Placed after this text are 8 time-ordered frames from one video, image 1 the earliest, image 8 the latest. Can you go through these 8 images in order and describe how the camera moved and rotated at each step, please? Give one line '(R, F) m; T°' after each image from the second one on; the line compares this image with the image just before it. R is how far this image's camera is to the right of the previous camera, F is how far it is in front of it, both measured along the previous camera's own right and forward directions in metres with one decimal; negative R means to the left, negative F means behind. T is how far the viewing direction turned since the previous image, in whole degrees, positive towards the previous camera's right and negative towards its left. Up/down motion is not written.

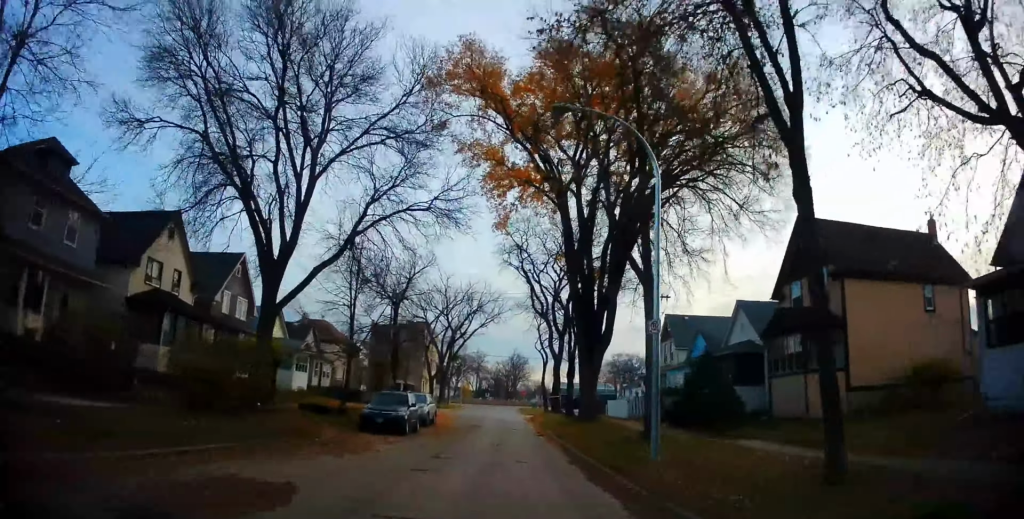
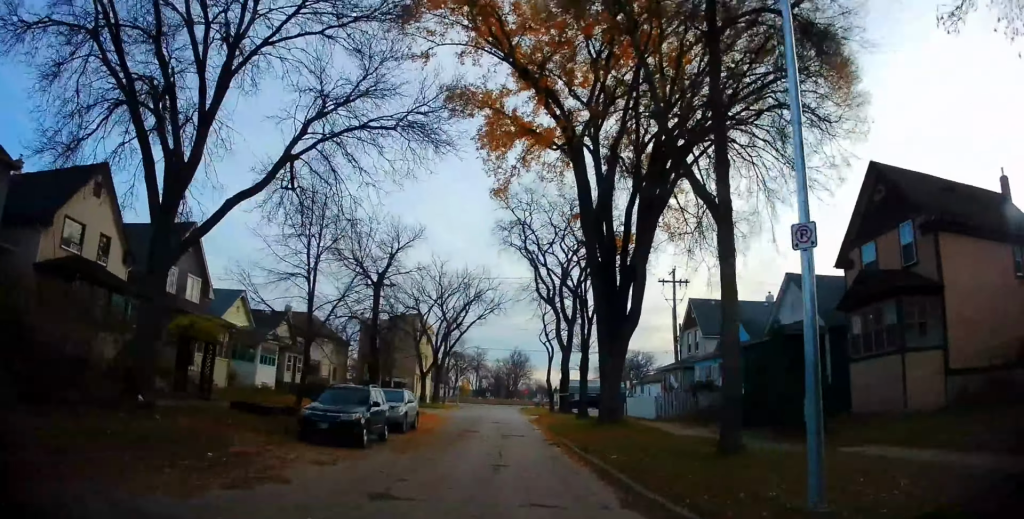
(-0.2, +6.5) m; -1°
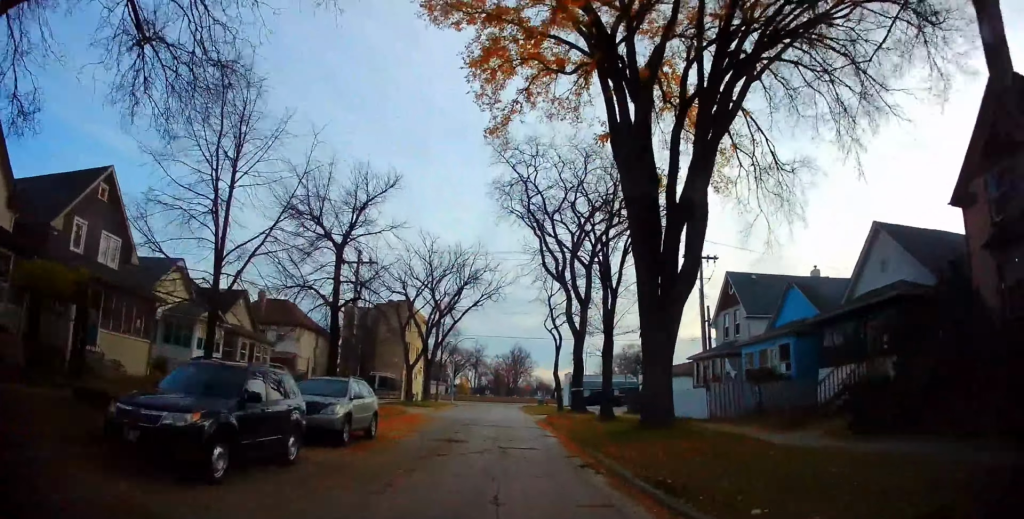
(+0.2, +7.8) m; +2°
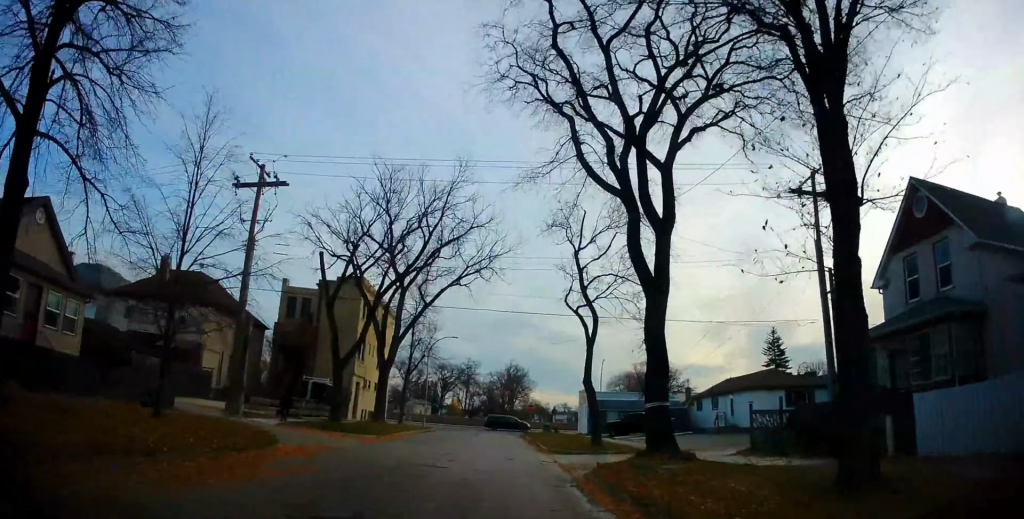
(+0.1, +18.8) m; -1°
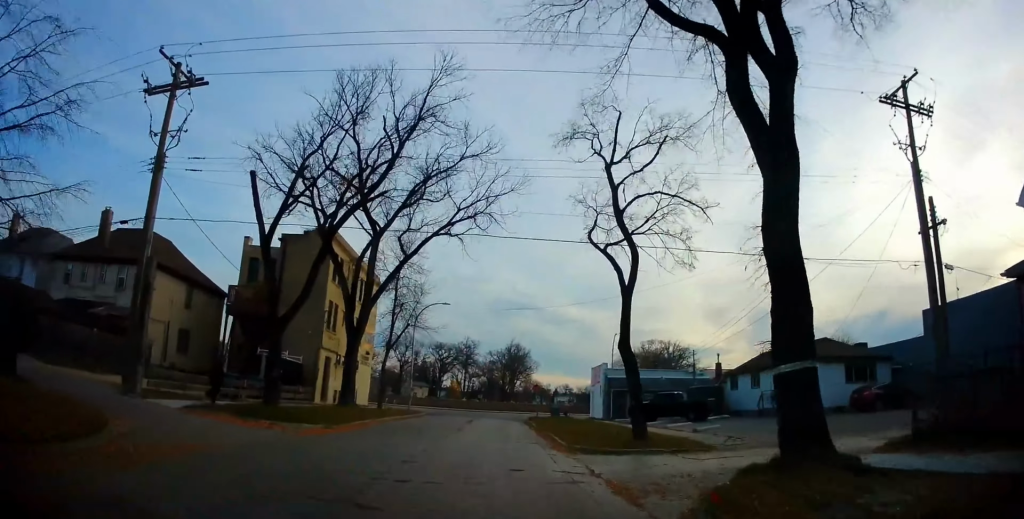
(0.0, +7.9) m; +1°
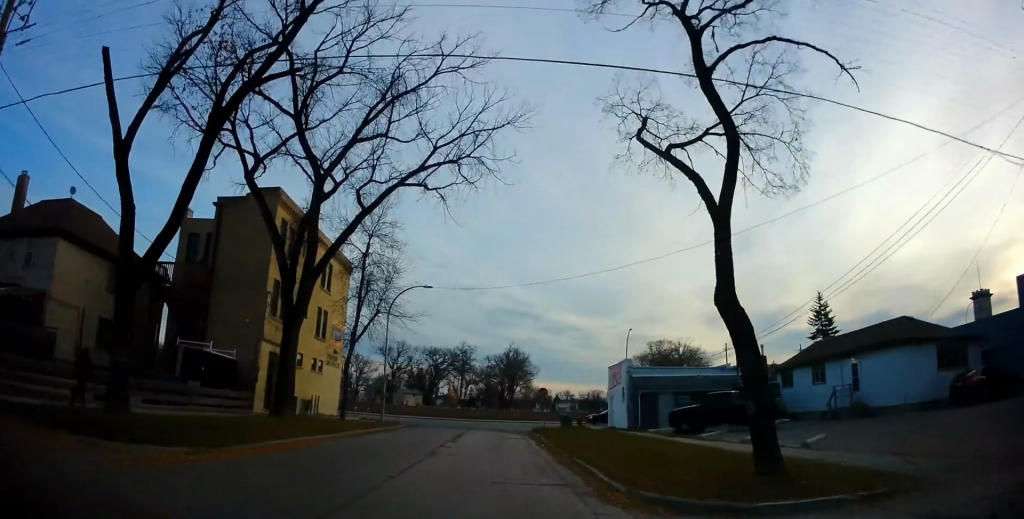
(+0.2, +8.6) m; -1°
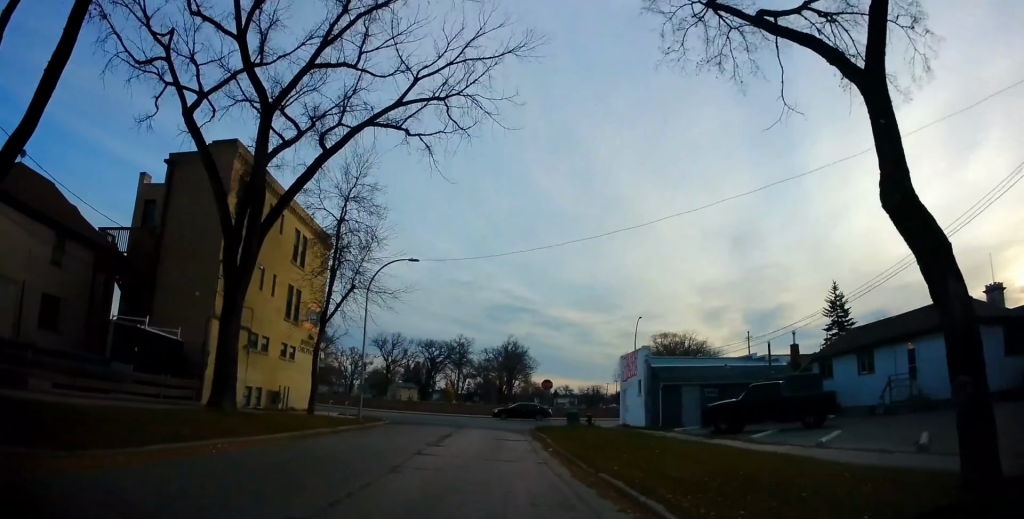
(+0.1, +4.7) m; -1°
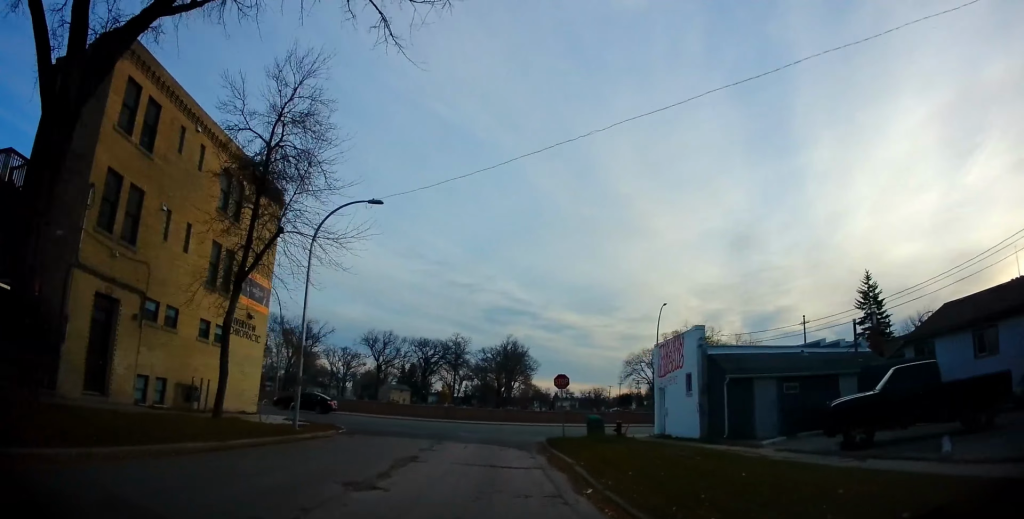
(-0.5, +8.3) m; 0°
